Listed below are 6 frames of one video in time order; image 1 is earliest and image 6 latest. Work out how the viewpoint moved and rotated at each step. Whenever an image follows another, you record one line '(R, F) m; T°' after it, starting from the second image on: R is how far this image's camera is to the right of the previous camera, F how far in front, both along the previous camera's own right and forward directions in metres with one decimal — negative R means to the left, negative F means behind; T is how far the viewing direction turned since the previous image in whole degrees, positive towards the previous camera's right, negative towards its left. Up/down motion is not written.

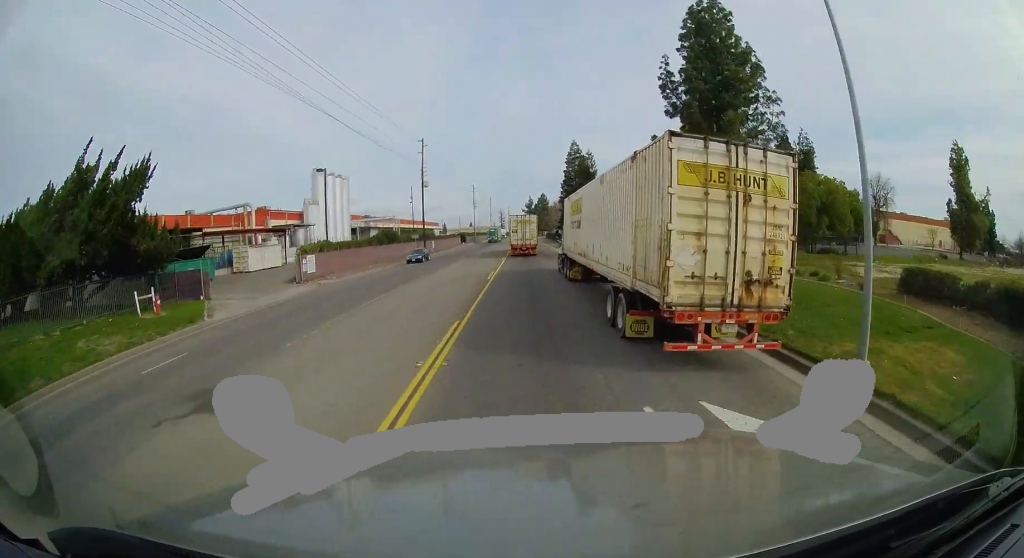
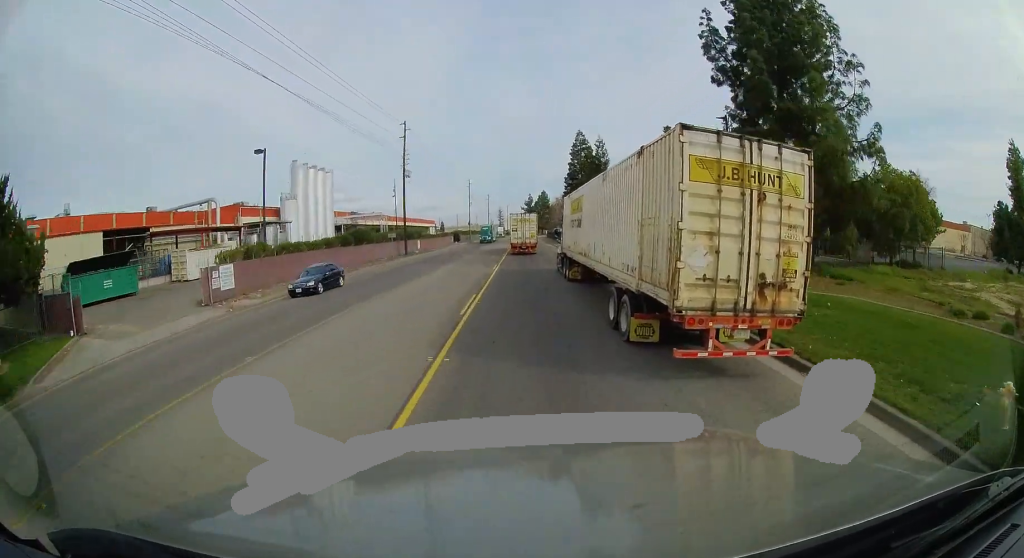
(-0.3, +10.2) m; 0°
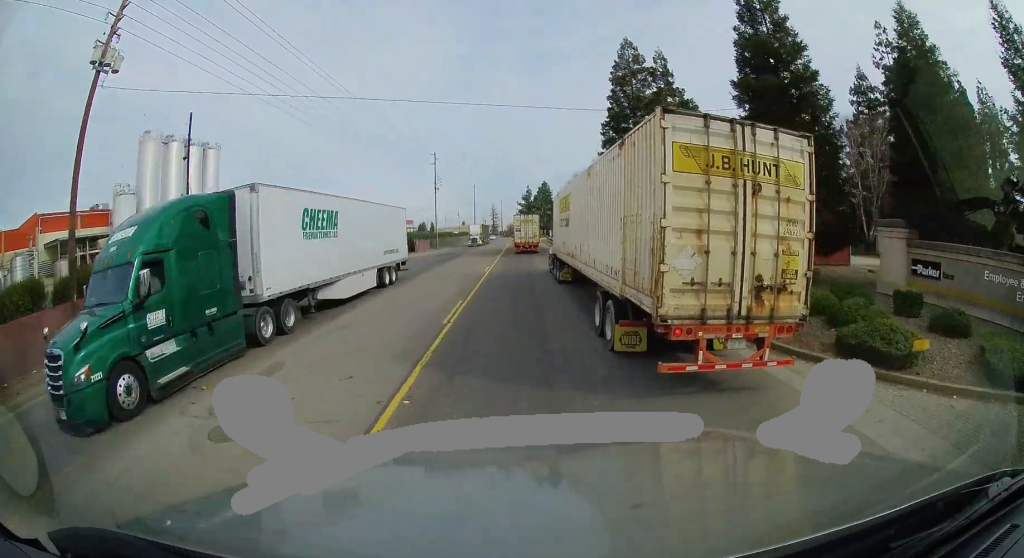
(+1.3, +44.9) m; +1°
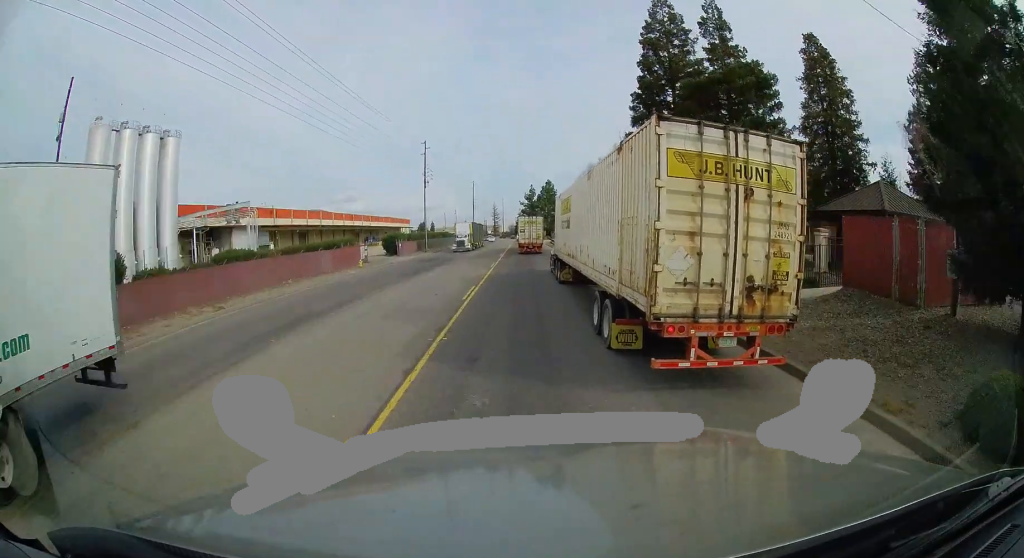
(-0.3, +10.7) m; -1°
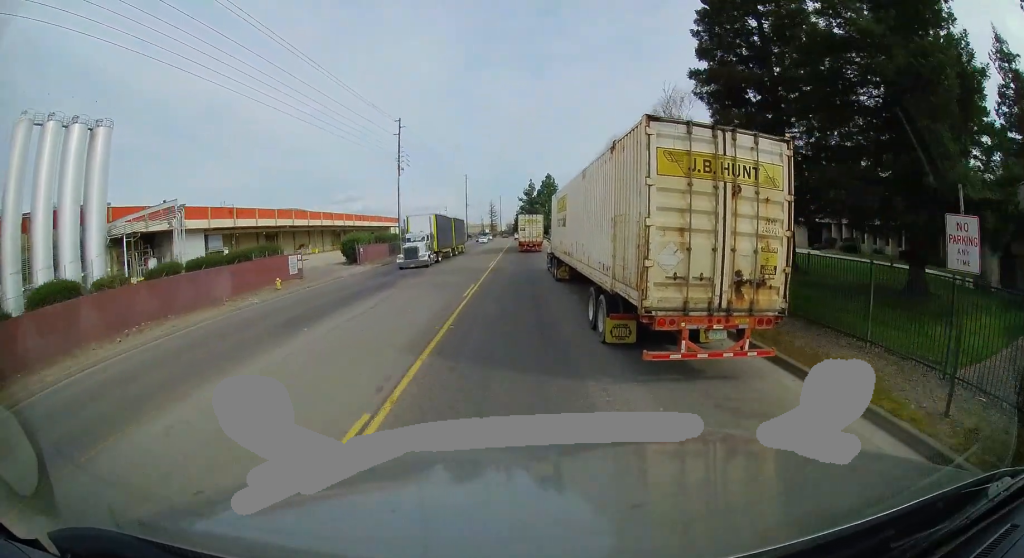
(0.0, +13.8) m; +1°
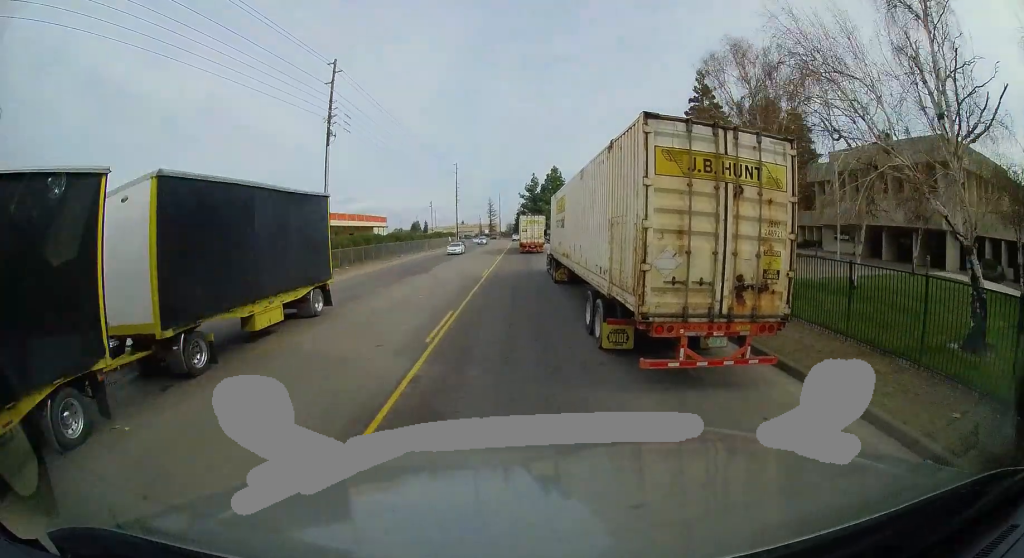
(+0.4, +21.4) m; +1°
